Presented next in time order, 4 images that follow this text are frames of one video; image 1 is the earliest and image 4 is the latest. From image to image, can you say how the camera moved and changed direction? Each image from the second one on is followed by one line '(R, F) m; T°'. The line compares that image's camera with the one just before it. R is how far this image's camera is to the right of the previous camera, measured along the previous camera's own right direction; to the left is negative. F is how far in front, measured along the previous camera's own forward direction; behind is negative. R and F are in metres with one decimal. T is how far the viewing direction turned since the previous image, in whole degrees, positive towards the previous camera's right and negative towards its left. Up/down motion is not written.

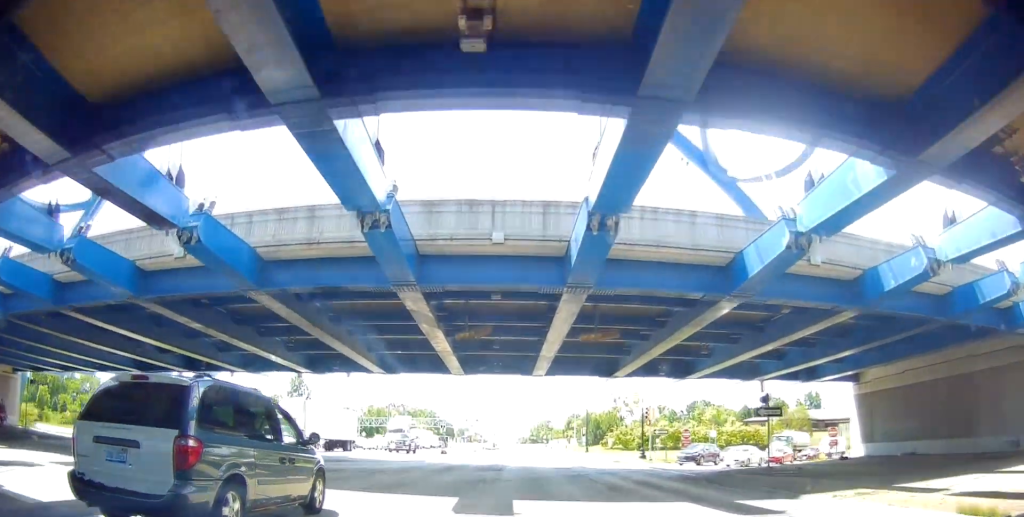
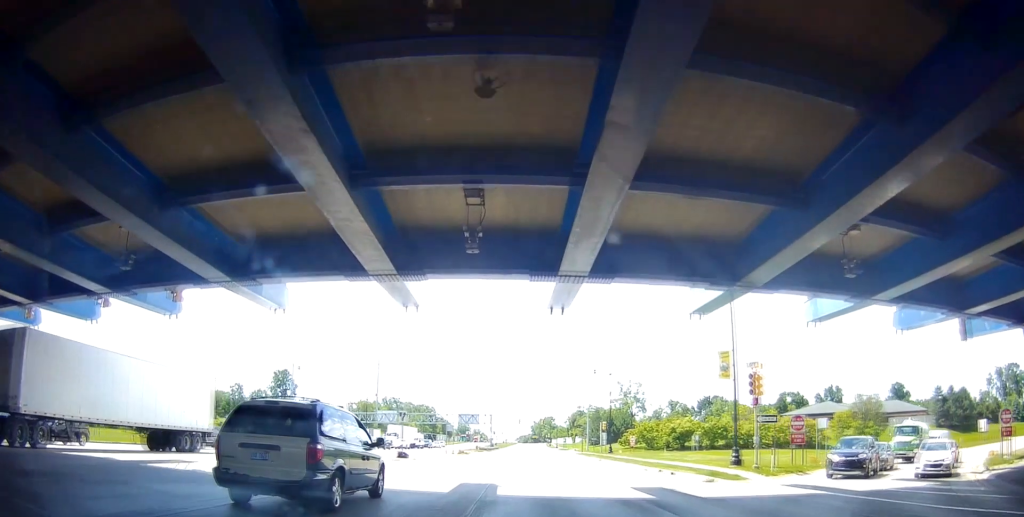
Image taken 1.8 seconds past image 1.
(-0.6, +11.7) m; -5°
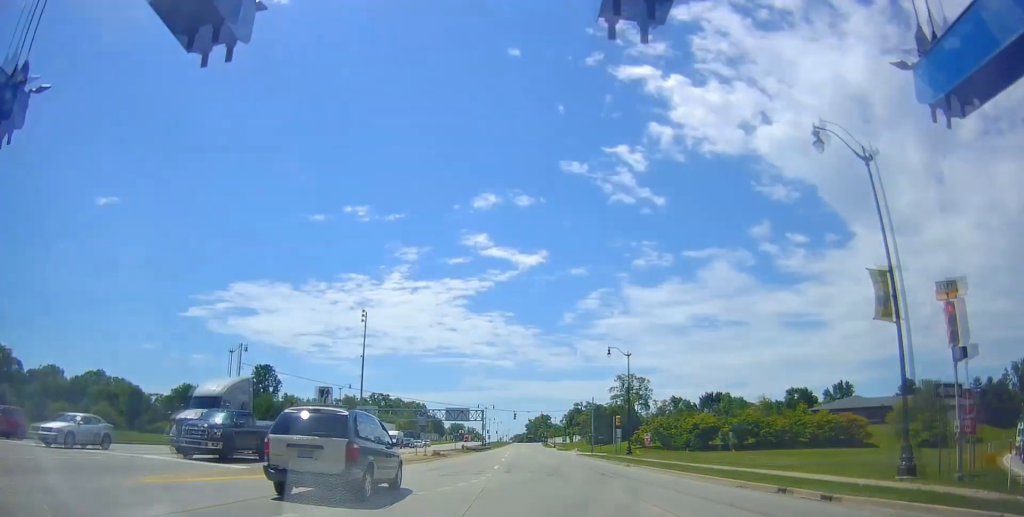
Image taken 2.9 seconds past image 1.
(0.0, +9.0) m; +3°
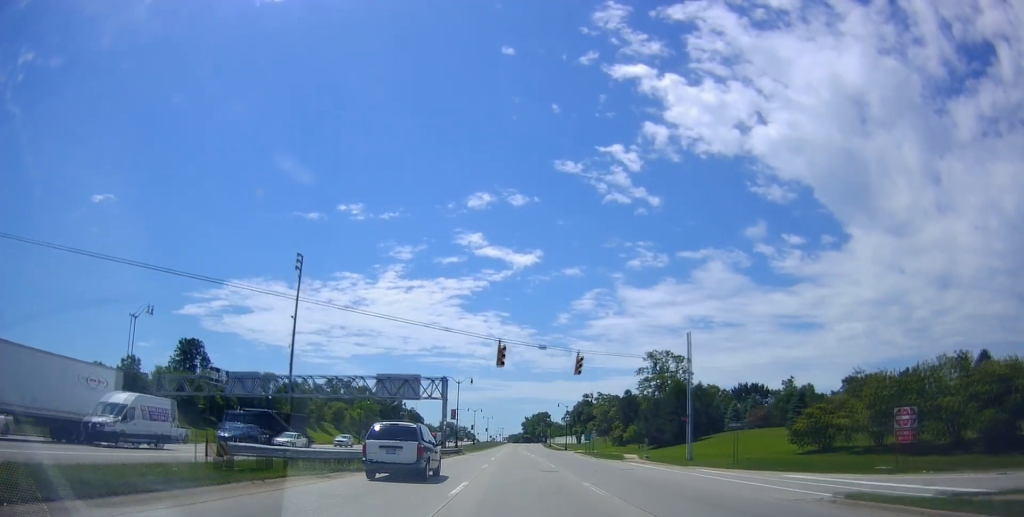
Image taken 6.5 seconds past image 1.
(+5.1, +57.5) m; +5°
